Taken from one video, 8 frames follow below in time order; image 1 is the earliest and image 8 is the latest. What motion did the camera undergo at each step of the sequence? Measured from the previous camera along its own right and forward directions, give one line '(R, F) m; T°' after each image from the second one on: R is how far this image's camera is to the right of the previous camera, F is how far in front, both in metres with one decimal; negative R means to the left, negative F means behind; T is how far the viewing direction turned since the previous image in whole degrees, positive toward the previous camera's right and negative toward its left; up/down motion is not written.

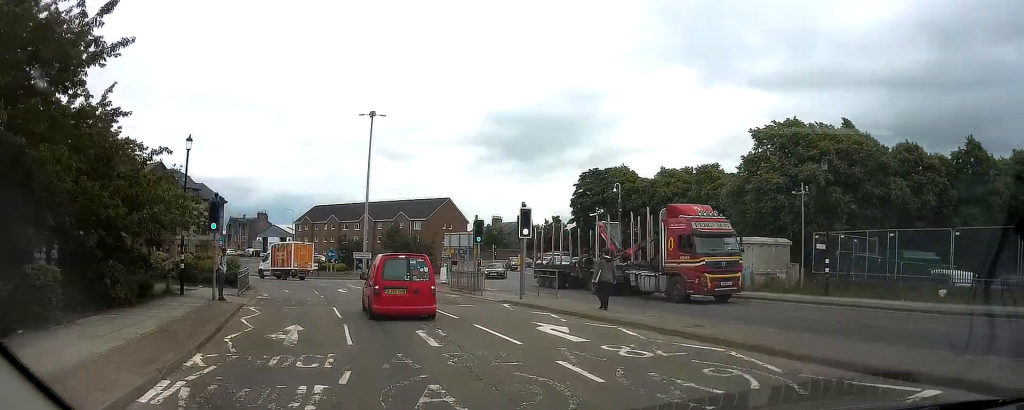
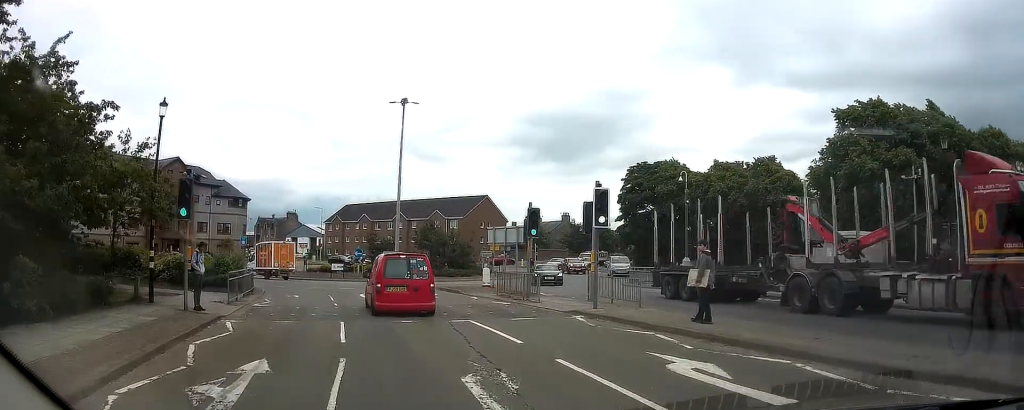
(-0.5, +5.7) m; -6°
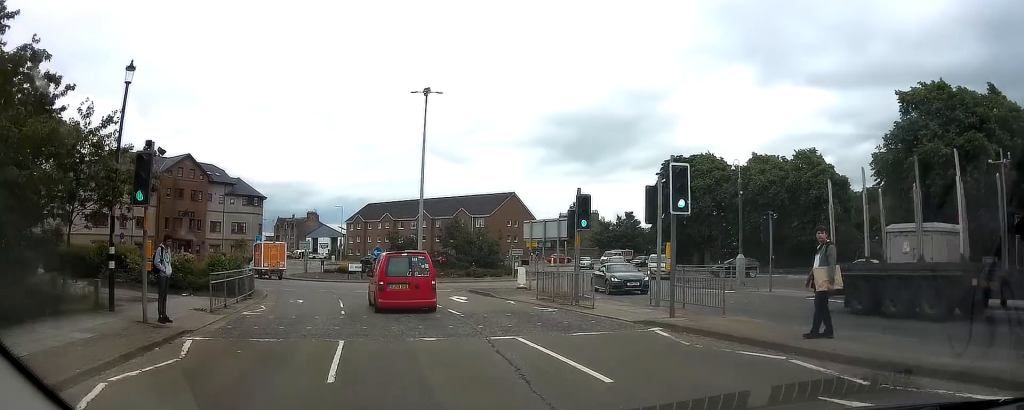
(-0.1, +3.8) m; 0°
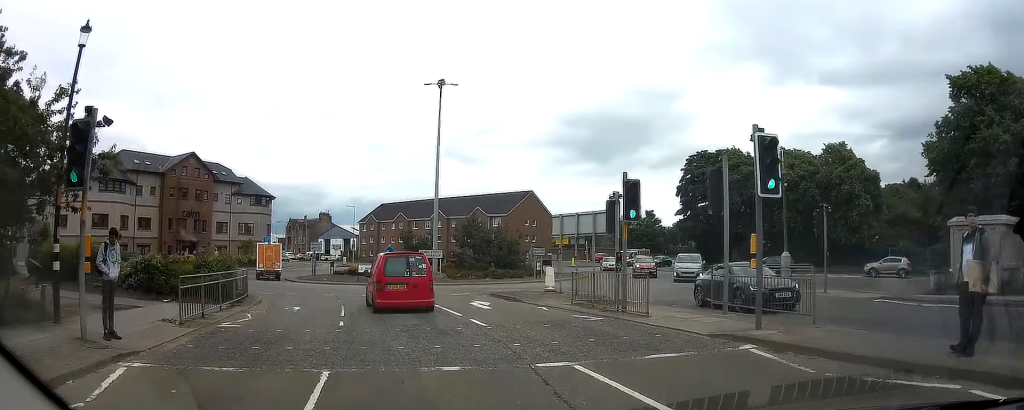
(-0.1, +3.2) m; 0°
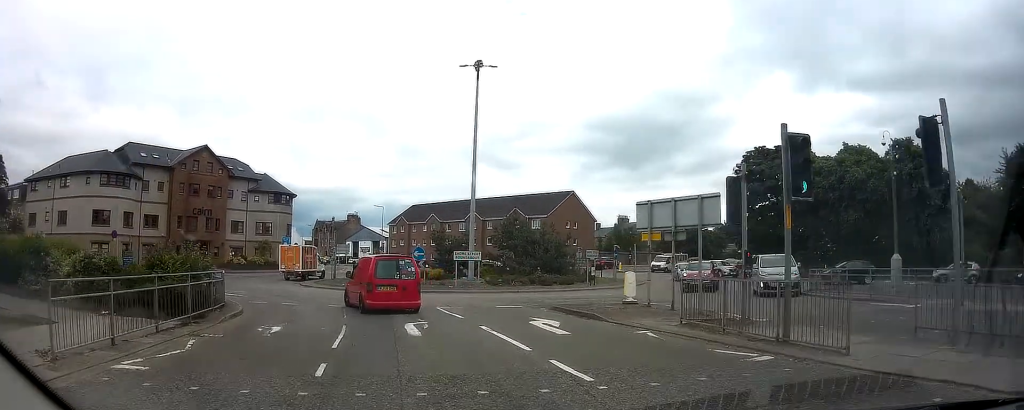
(0.0, +6.4) m; -5°
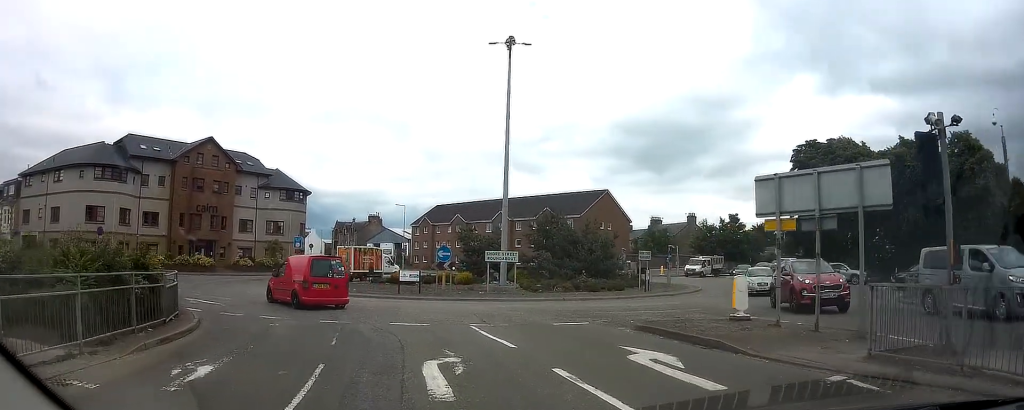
(-0.4, +6.0) m; -4°
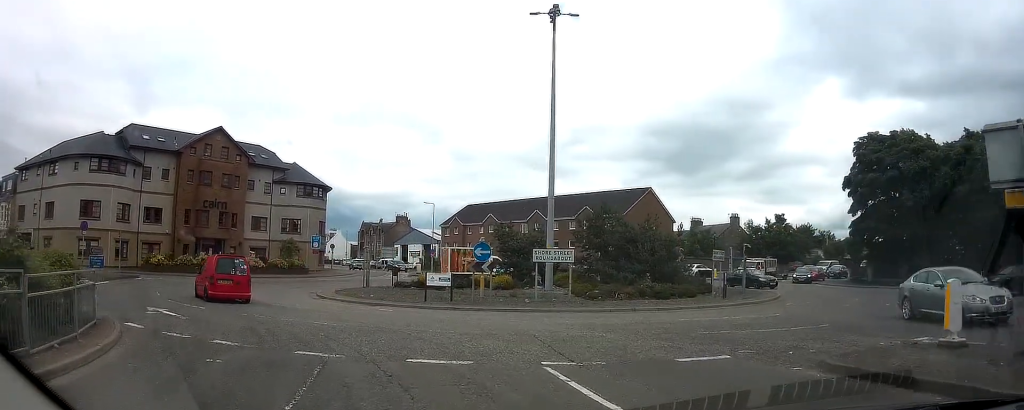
(0.0, +6.0) m; -6°
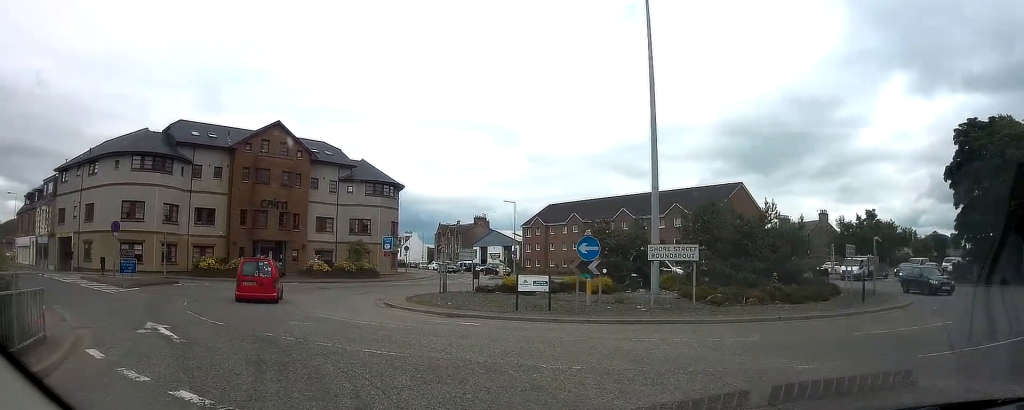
(-0.4, +4.7) m; -10°
